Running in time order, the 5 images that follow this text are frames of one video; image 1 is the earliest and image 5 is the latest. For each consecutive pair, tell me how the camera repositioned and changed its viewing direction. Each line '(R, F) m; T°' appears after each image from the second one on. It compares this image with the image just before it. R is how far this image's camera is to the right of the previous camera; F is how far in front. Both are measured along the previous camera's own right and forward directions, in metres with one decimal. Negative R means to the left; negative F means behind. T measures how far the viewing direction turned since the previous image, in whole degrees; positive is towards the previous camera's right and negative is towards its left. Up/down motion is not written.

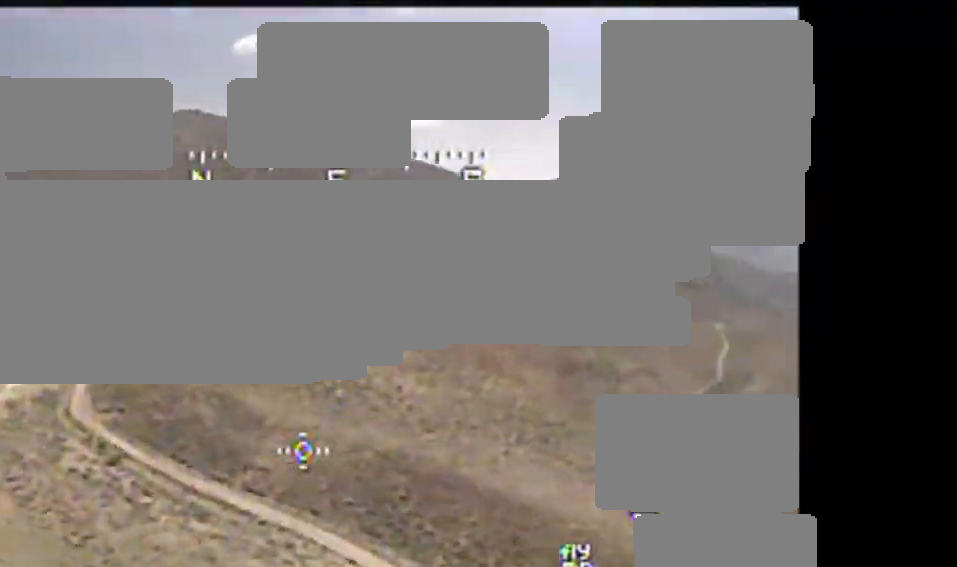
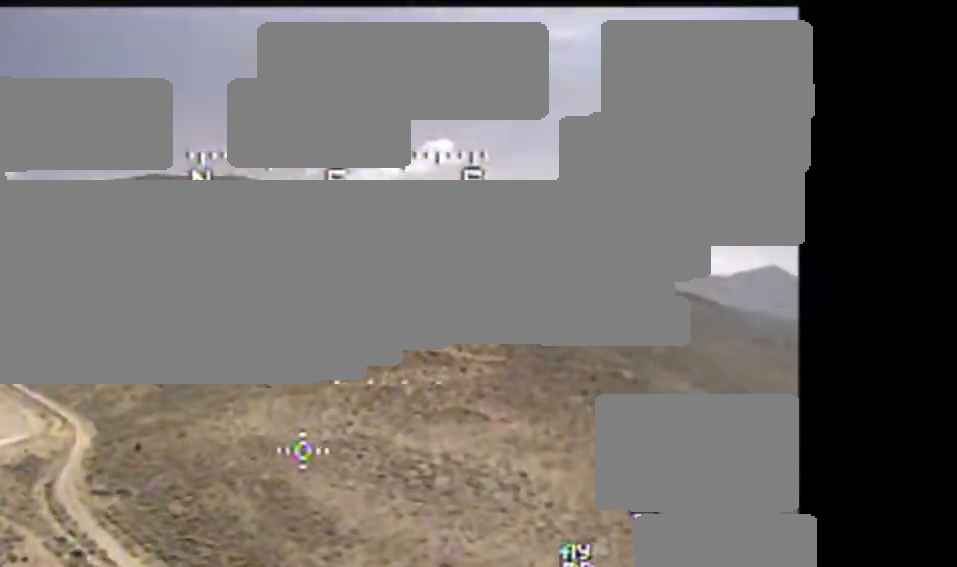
(-0.1, +23.3) m; -1°
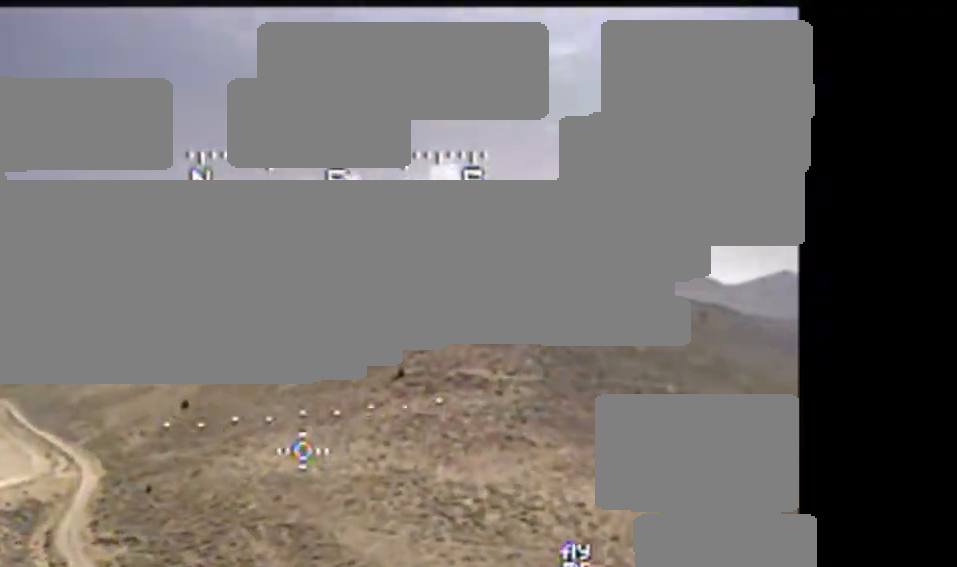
(-0.1, +9.0) m; 0°
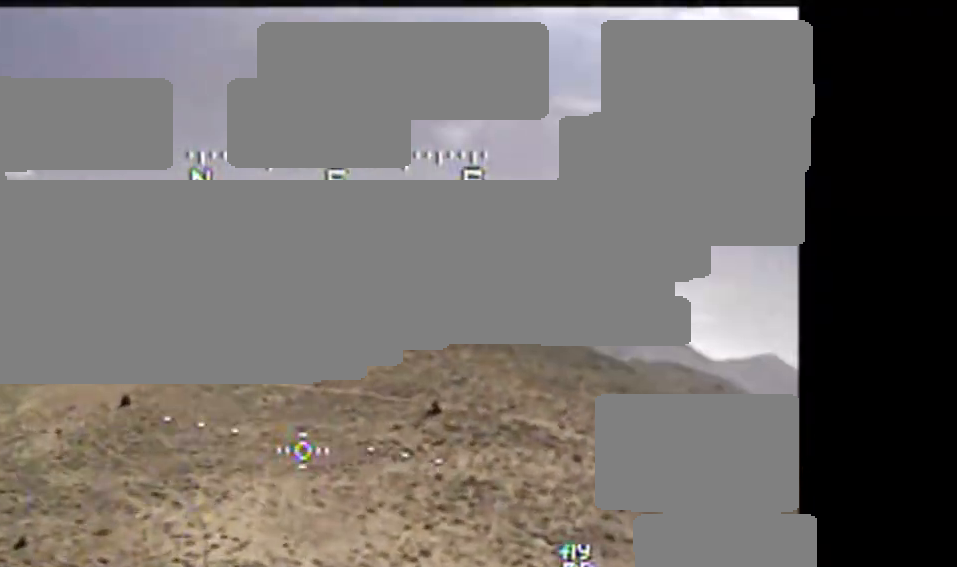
(-0.3, +51.9) m; 0°
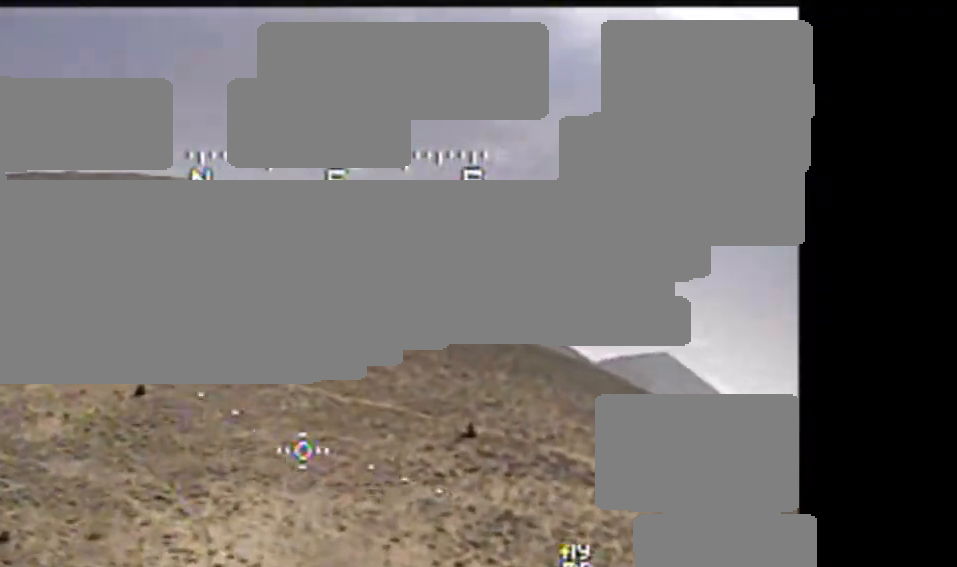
(0.0, +10.5) m; 0°
